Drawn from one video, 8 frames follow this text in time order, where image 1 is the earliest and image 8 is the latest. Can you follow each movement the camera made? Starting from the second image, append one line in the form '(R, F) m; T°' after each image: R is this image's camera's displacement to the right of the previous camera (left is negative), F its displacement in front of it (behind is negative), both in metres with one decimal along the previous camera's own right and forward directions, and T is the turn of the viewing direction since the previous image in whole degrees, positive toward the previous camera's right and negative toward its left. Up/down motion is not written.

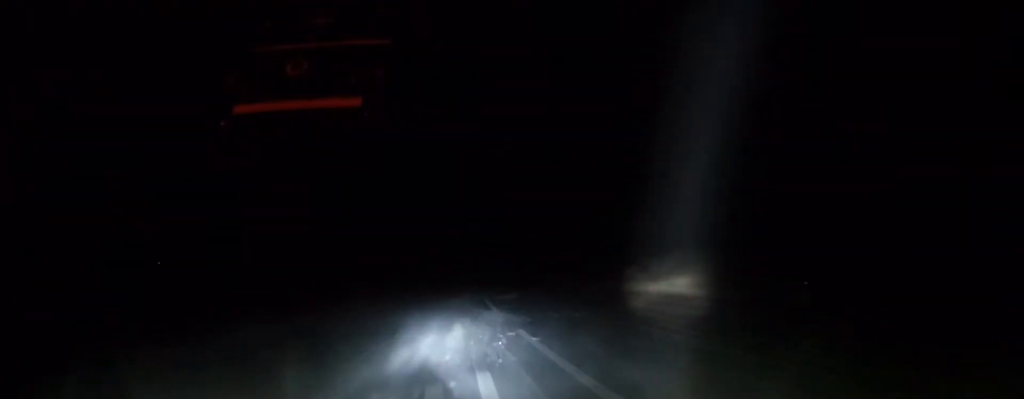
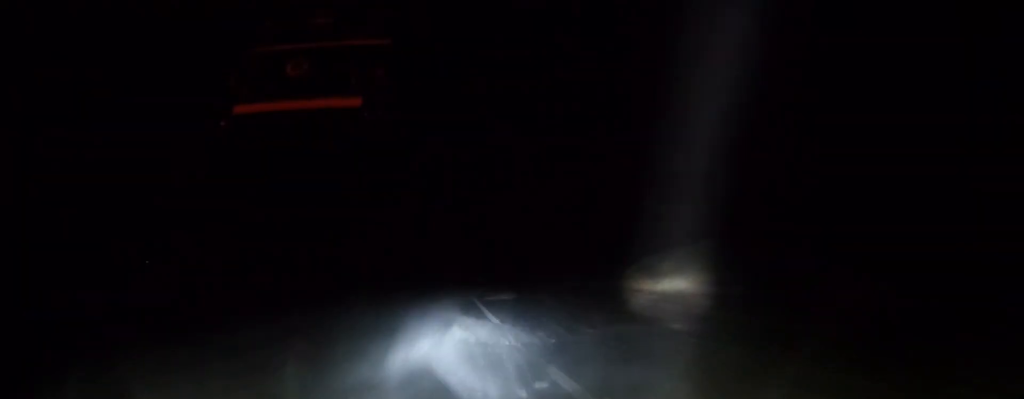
(0.0, +7.8) m; +2°
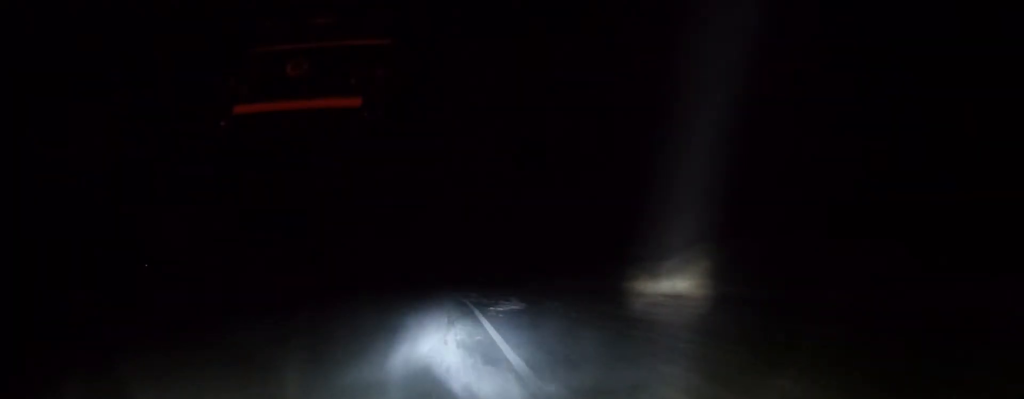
(+0.3, +9.6) m; +2°
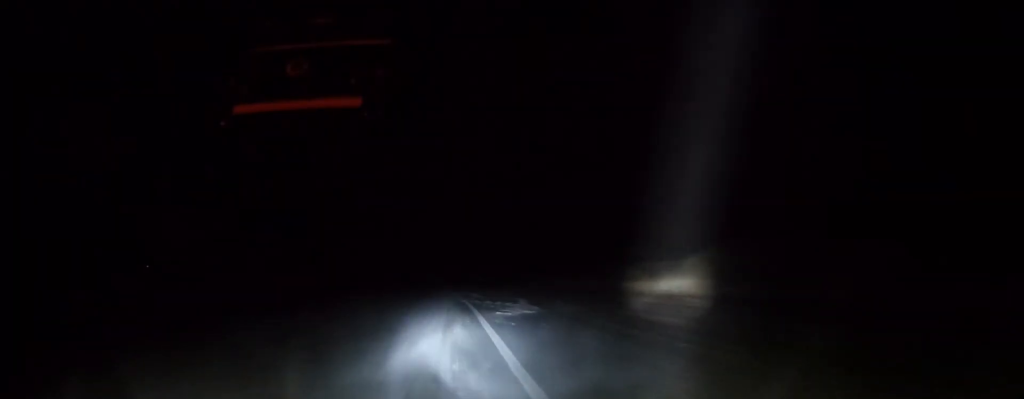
(+0.1, +4.8) m; +1°
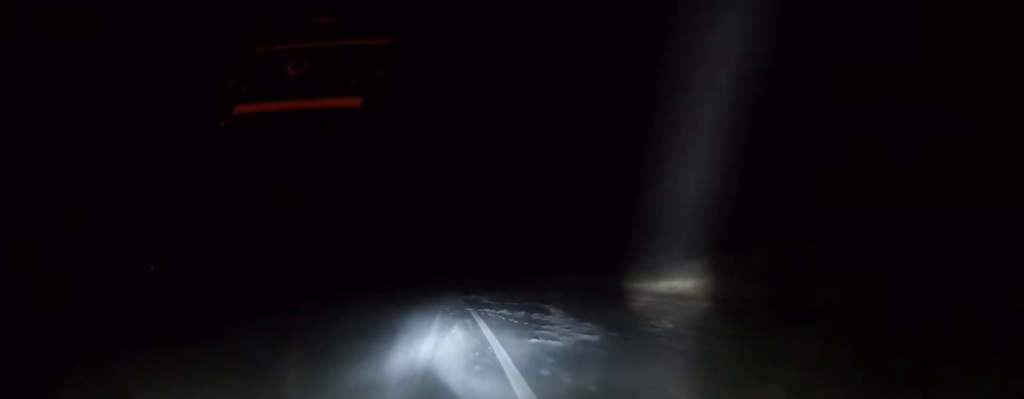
(0.0, +11.0) m; 0°
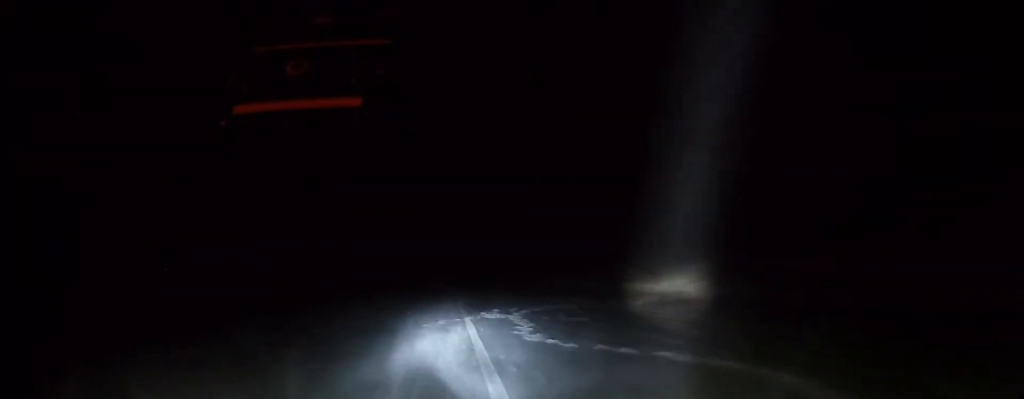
(0.0, +19.6) m; 0°
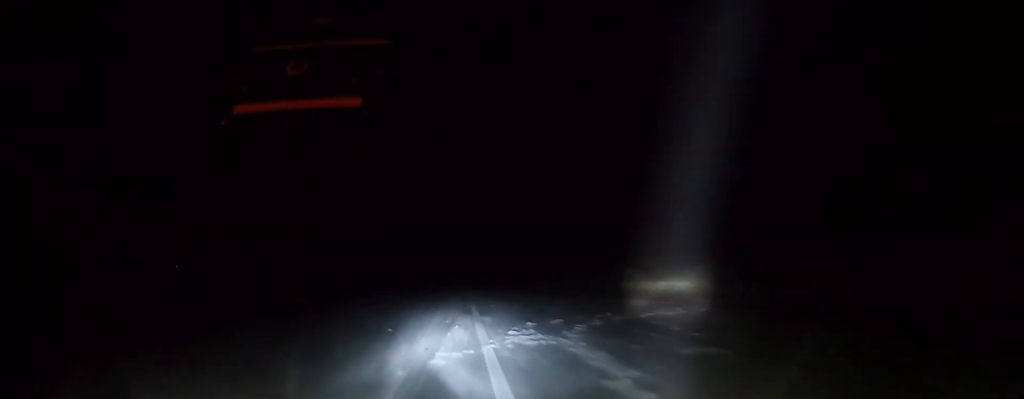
(0.0, +9.6) m; 0°
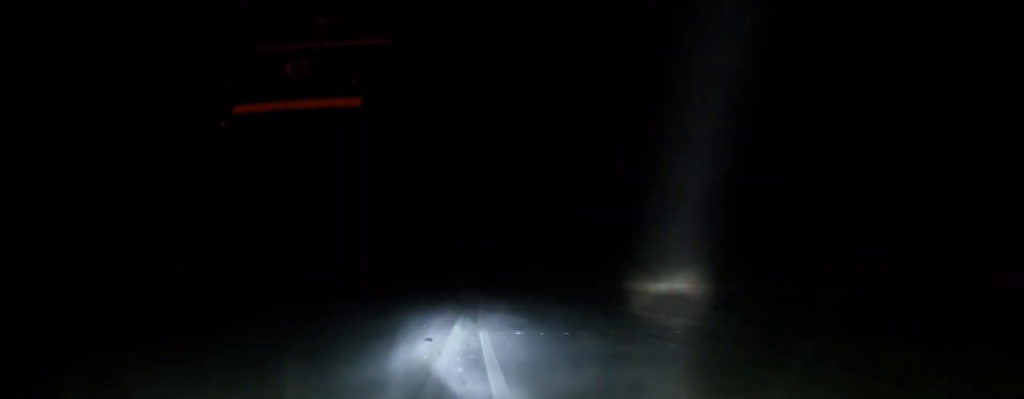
(0.0, +14.3) m; 0°
